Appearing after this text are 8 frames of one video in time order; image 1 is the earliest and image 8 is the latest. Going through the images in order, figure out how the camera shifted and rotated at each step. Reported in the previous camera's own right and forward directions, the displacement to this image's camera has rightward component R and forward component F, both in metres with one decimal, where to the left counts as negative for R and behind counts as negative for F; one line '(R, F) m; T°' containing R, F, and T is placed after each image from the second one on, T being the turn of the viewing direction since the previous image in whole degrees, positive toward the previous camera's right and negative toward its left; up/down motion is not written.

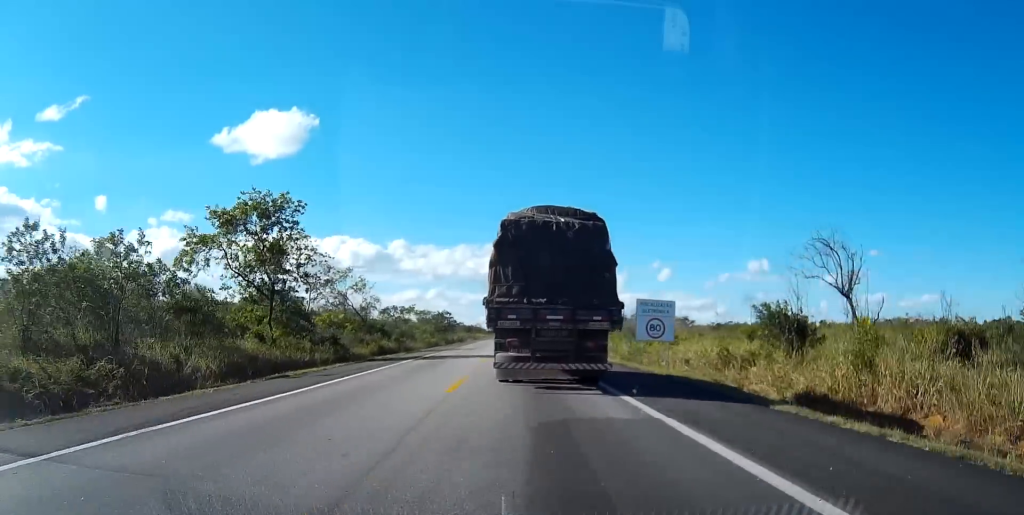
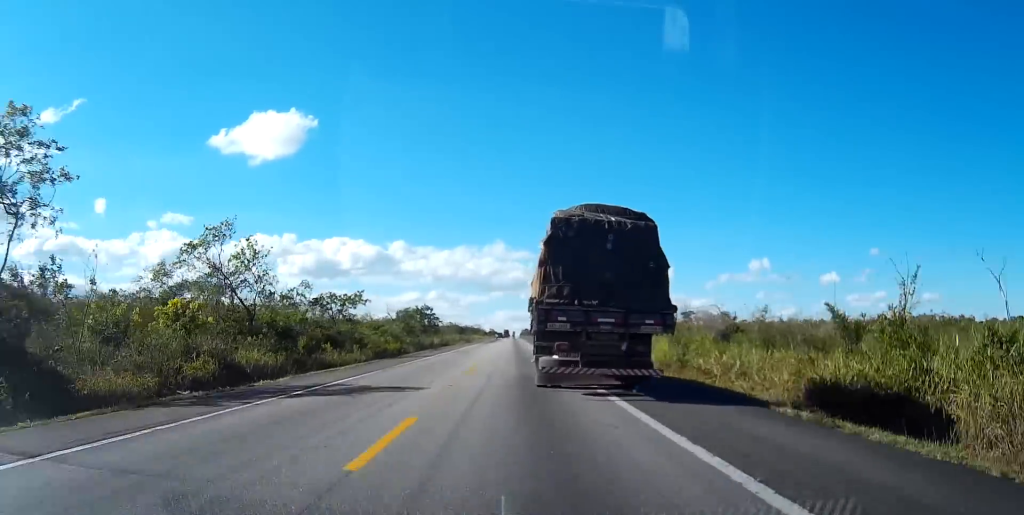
(0.0, +40.2) m; 0°
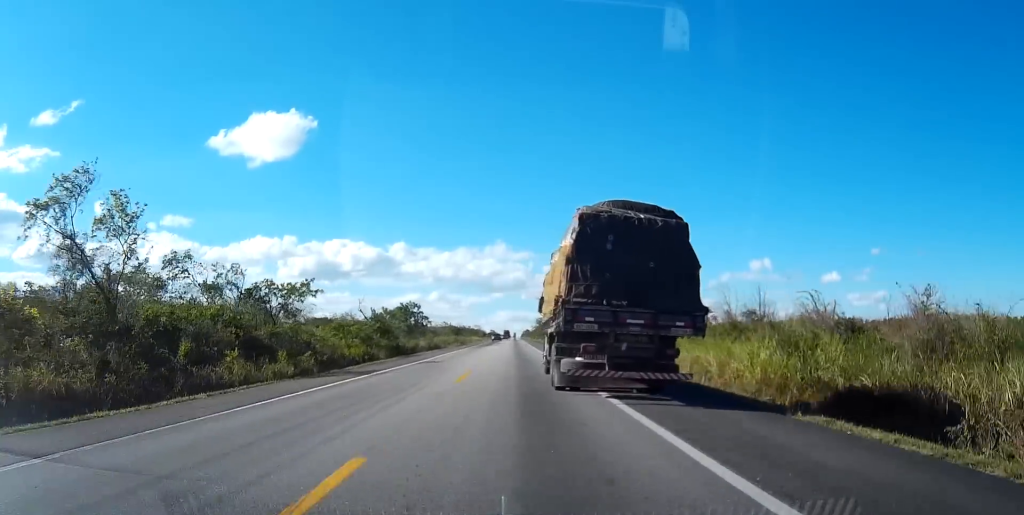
(-0.1, +19.4) m; 0°
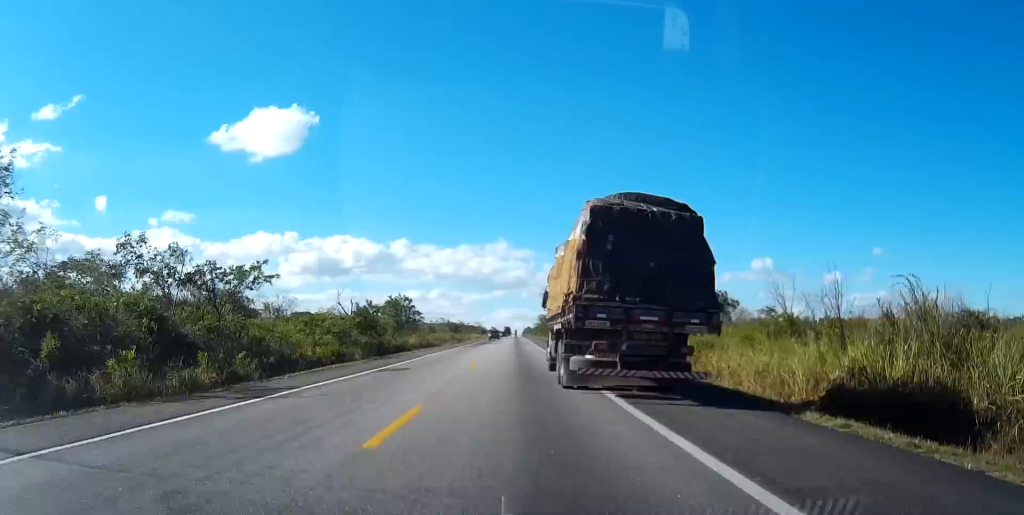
(0.0, +11.0) m; 0°
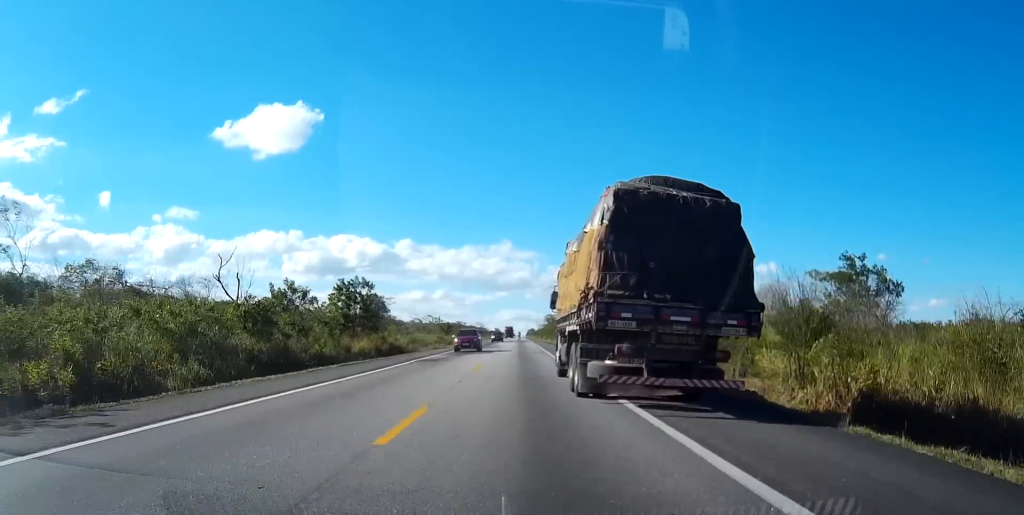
(0.0, +31.6) m; 0°
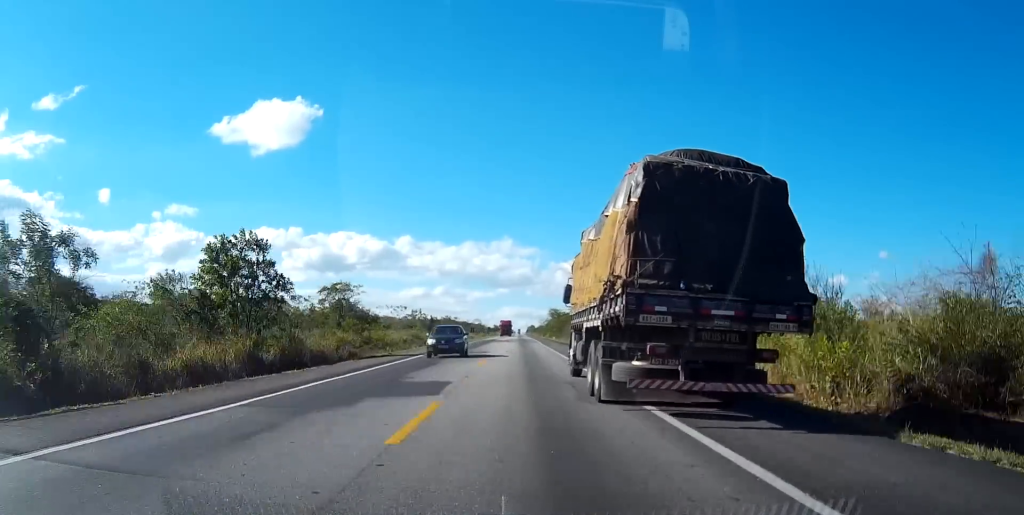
(+0.1, +31.7) m; 0°
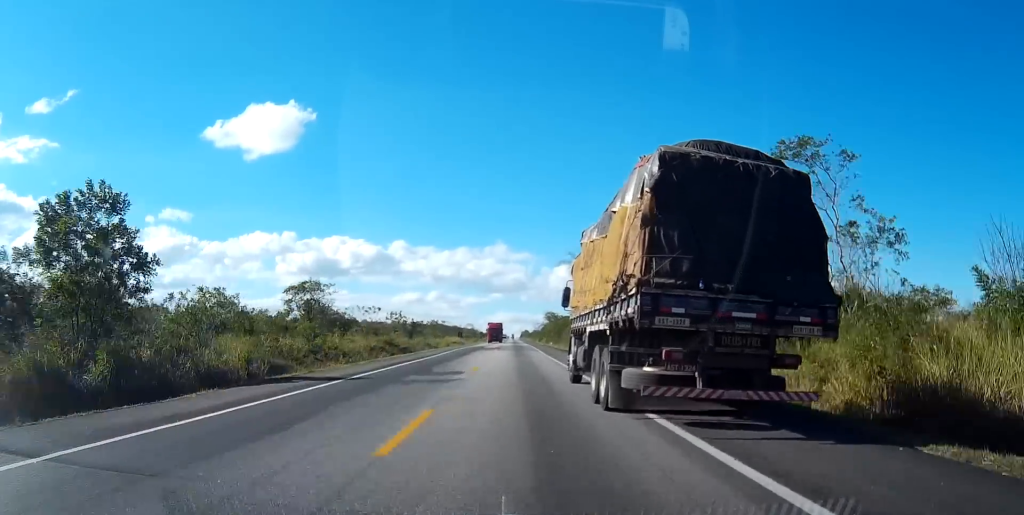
(0.0, +16.3) m; 0°
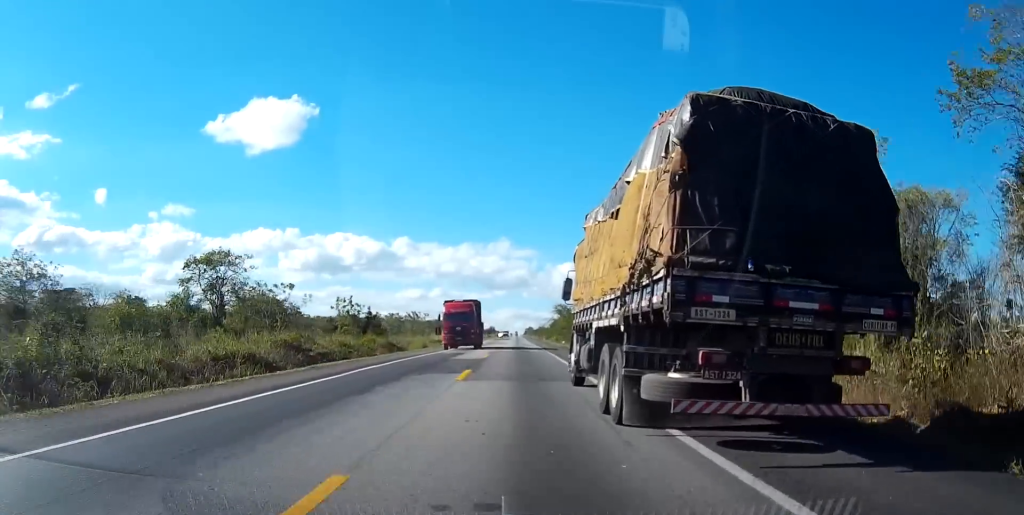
(-0.2, +37.0) m; 0°
